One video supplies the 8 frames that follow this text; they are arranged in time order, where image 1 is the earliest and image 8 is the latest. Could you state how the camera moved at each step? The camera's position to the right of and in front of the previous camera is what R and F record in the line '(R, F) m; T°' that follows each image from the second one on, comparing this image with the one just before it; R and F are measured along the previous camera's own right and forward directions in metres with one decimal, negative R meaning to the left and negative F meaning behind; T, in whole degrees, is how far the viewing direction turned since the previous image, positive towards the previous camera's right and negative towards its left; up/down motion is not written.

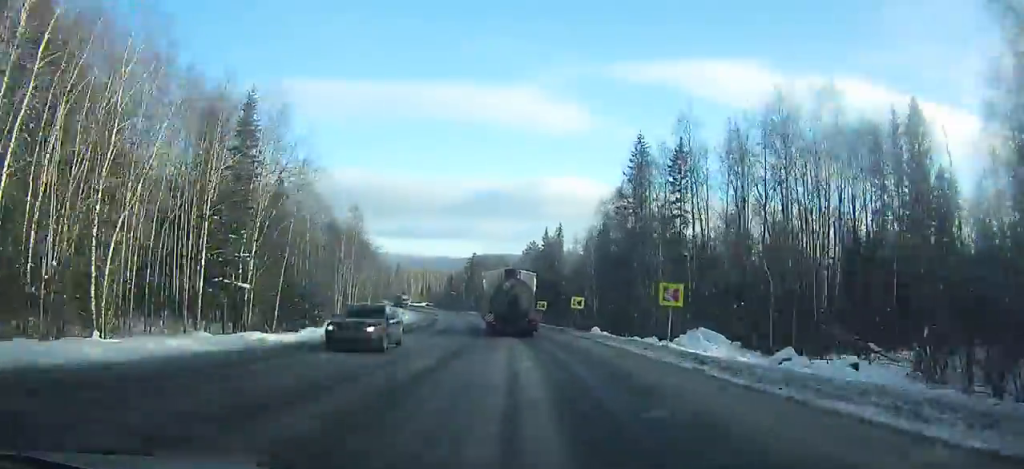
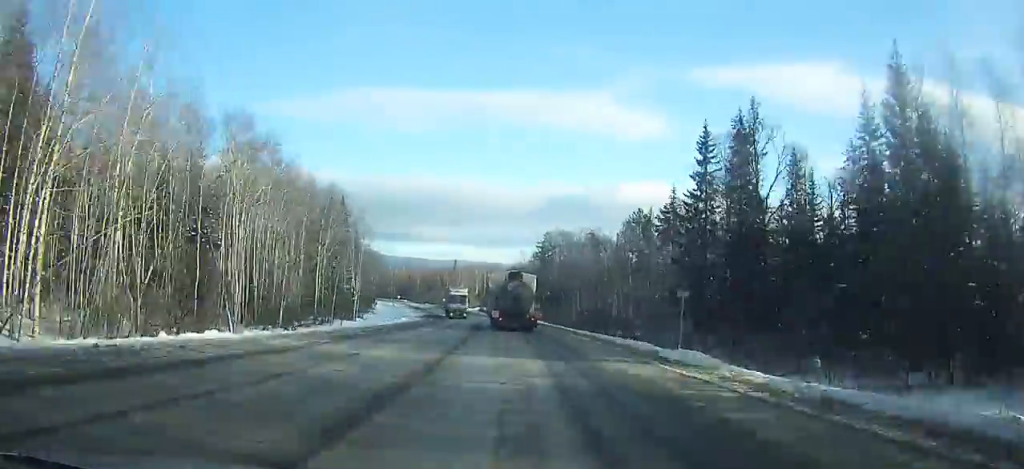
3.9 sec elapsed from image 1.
(-6.4, +72.6) m; -9°
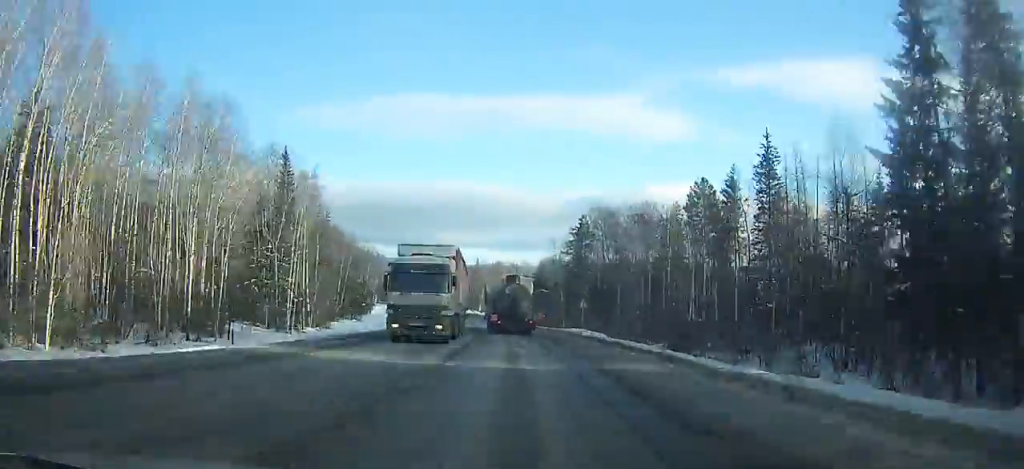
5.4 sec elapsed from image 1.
(-0.7, +29.1) m; -3°
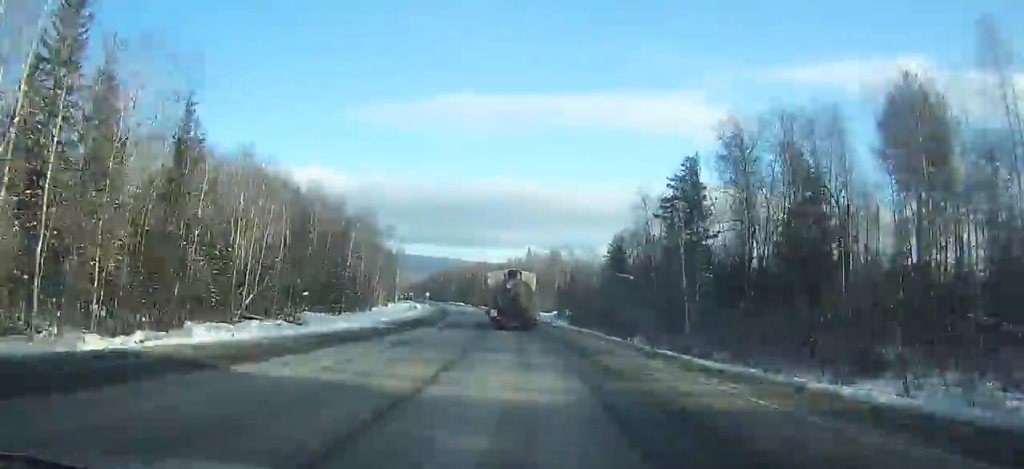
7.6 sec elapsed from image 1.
(-1.4, +43.2) m; -4°
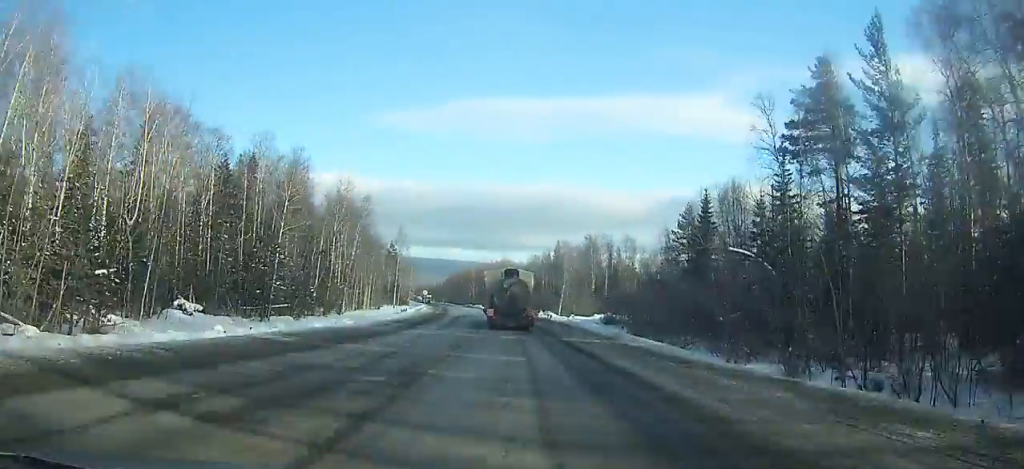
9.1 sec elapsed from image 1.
(-0.8, +30.0) m; -3°
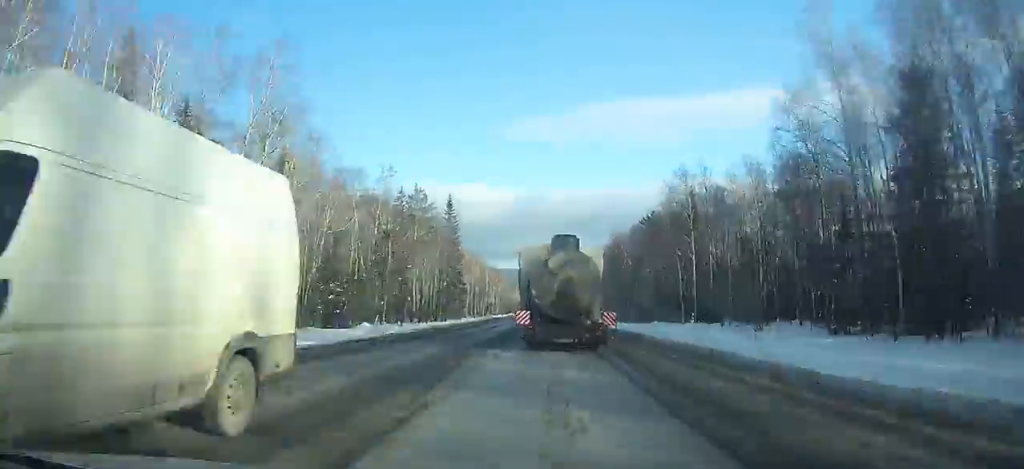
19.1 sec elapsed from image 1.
(-26.6, +218.2) m; -11°
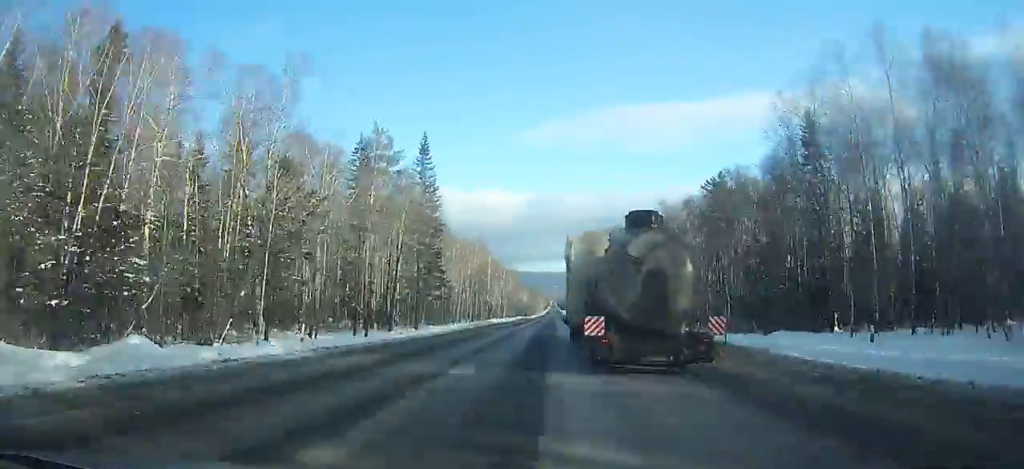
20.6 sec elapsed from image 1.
(-0.8, +37.0) m; 0°
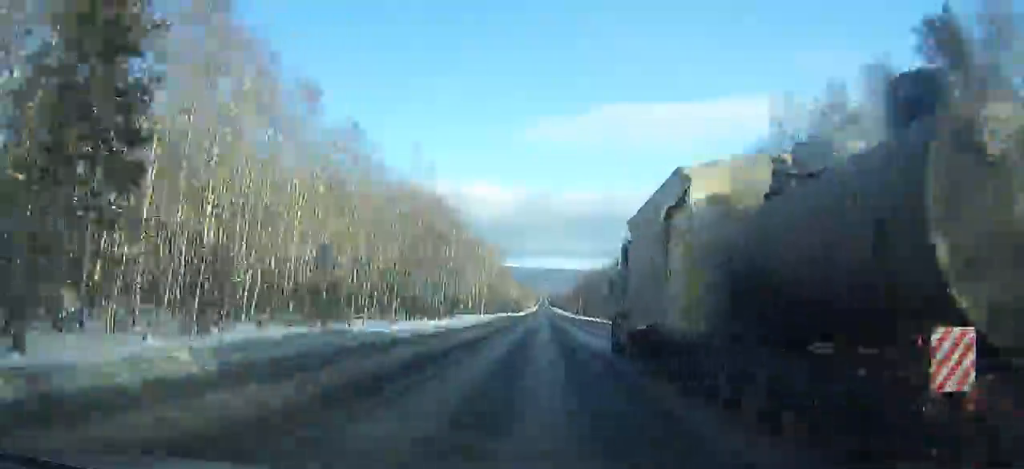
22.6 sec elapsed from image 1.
(0.0, +50.8) m; +1°
